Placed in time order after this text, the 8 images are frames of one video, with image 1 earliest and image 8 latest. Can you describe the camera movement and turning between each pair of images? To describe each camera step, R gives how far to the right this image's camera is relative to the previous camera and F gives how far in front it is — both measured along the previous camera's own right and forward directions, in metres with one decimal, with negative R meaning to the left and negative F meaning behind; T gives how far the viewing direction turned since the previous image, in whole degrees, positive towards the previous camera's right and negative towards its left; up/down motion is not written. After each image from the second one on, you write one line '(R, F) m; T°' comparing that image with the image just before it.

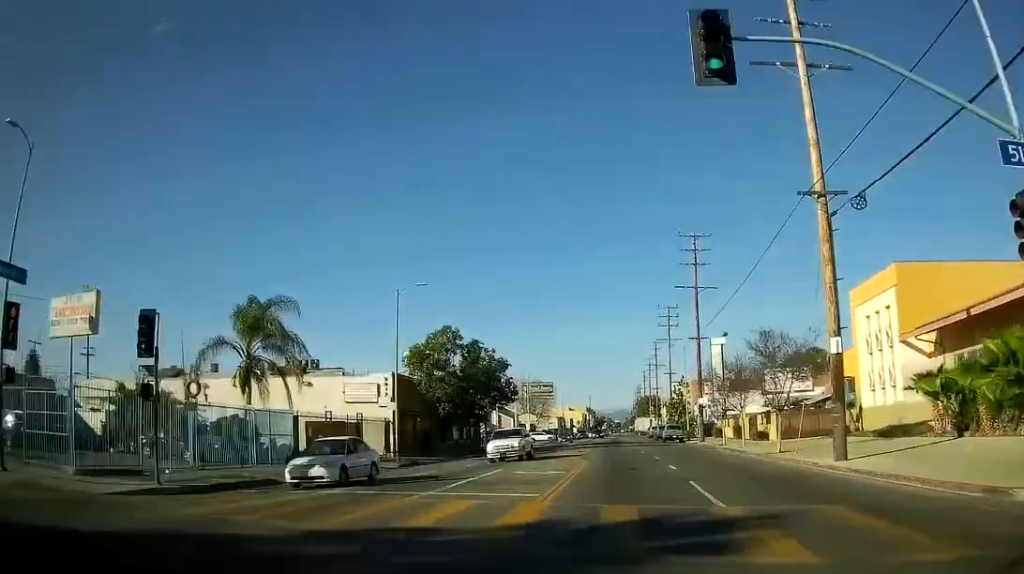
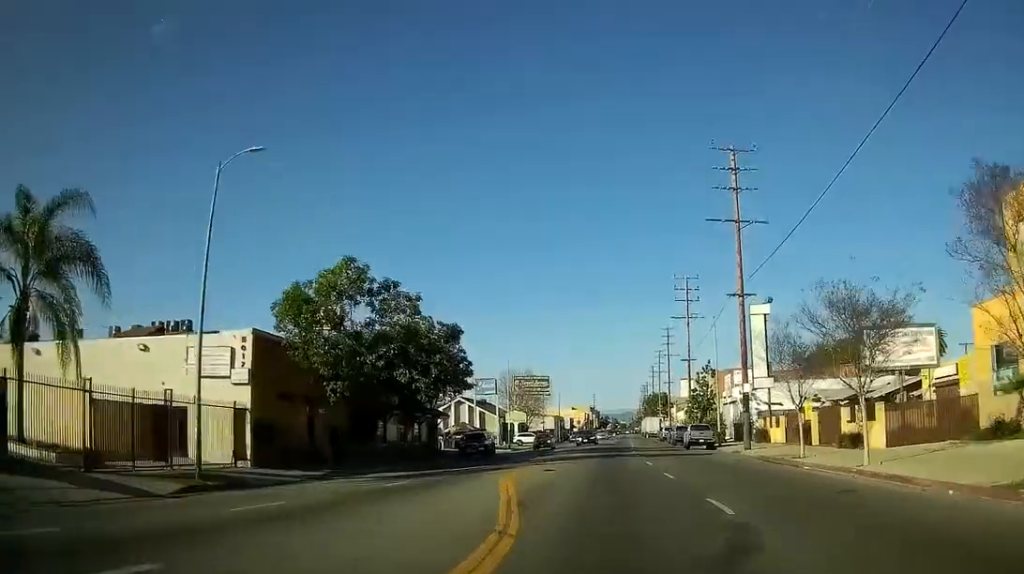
(0.0, +20.8) m; 0°
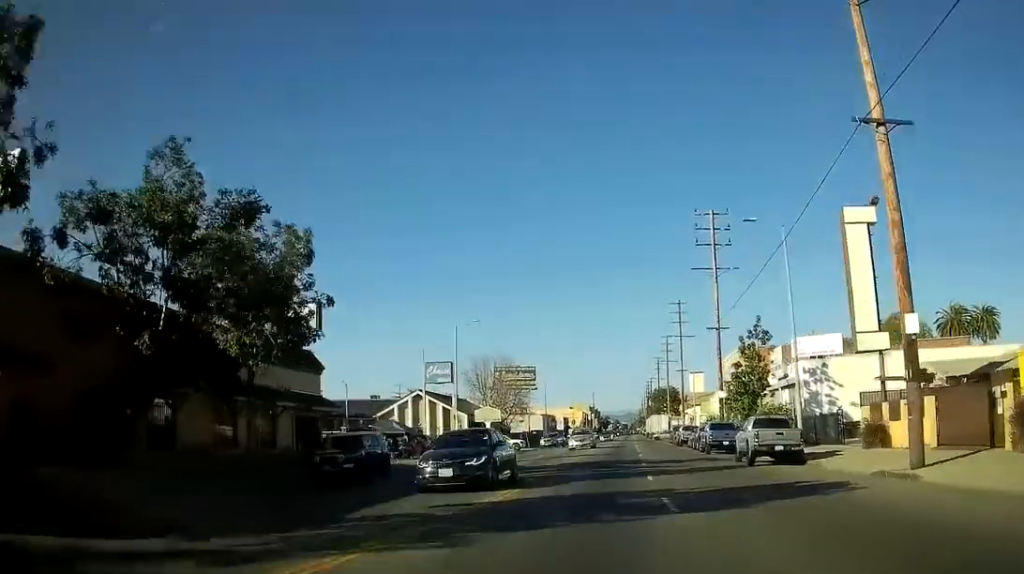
(0.0, +24.9) m; 0°
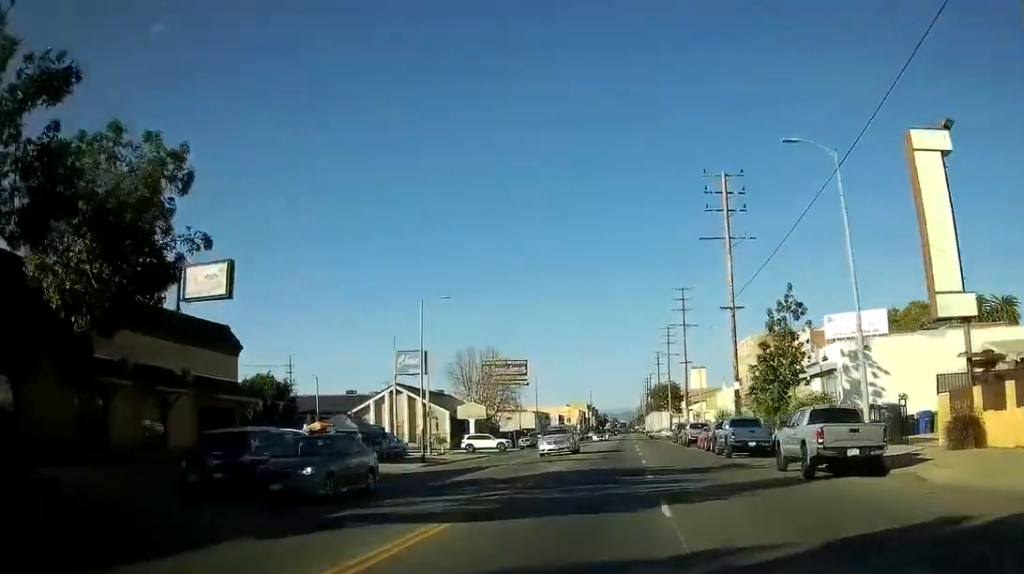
(0.0, +8.9) m; 0°
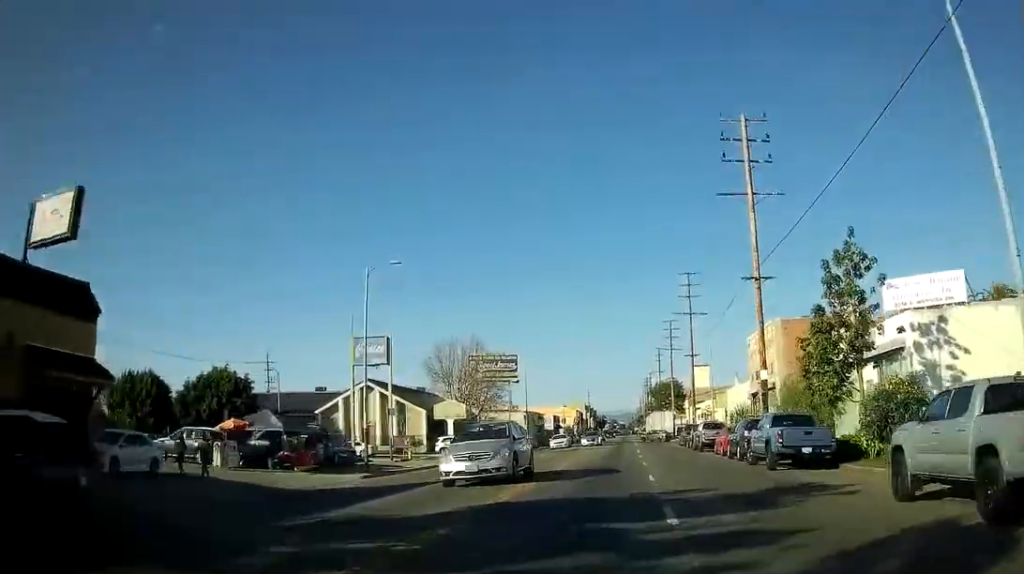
(0.0, +9.3) m; 0°
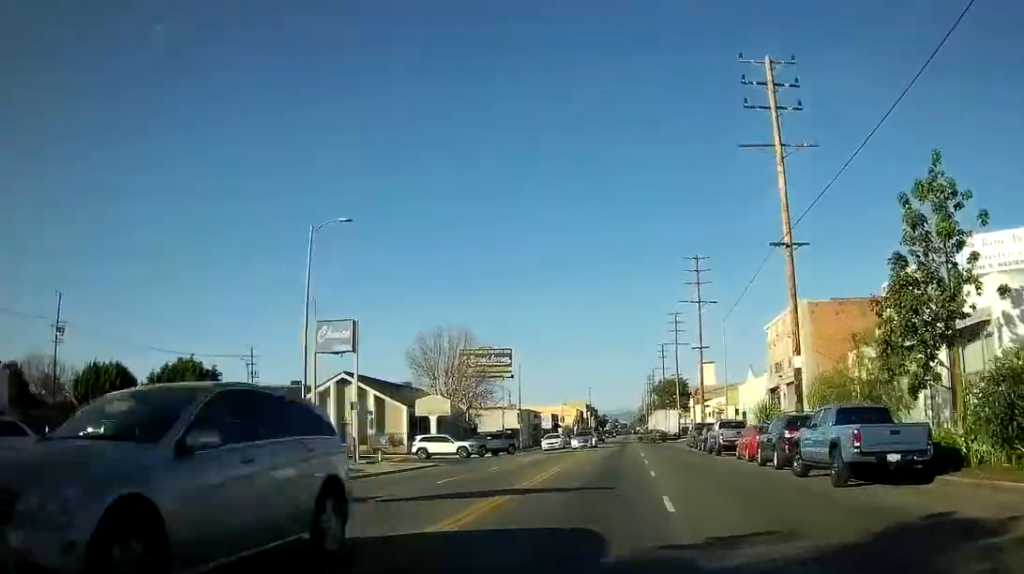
(0.0, +7.3) m; 0°
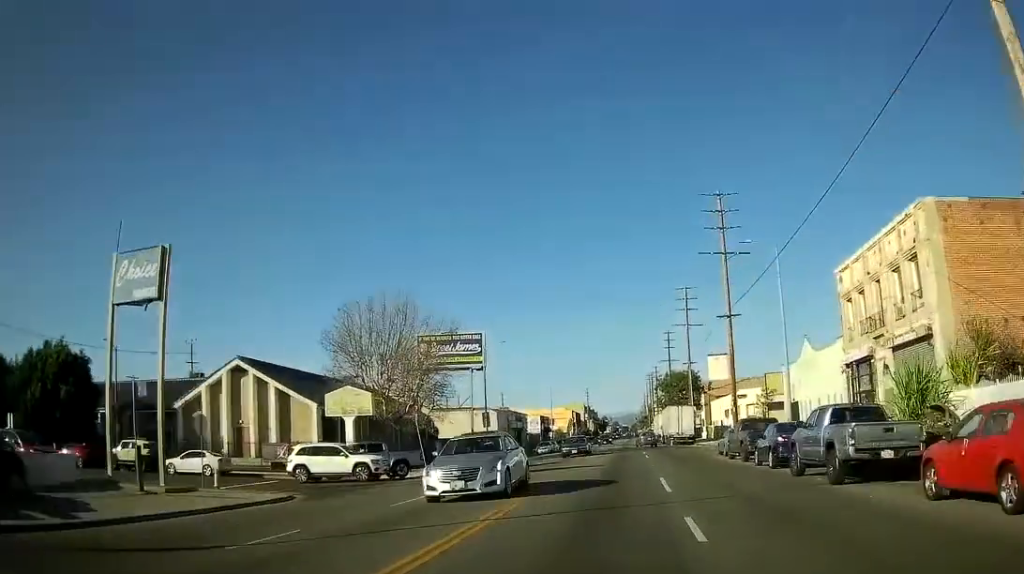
(0.0, +20.1) m; -3°
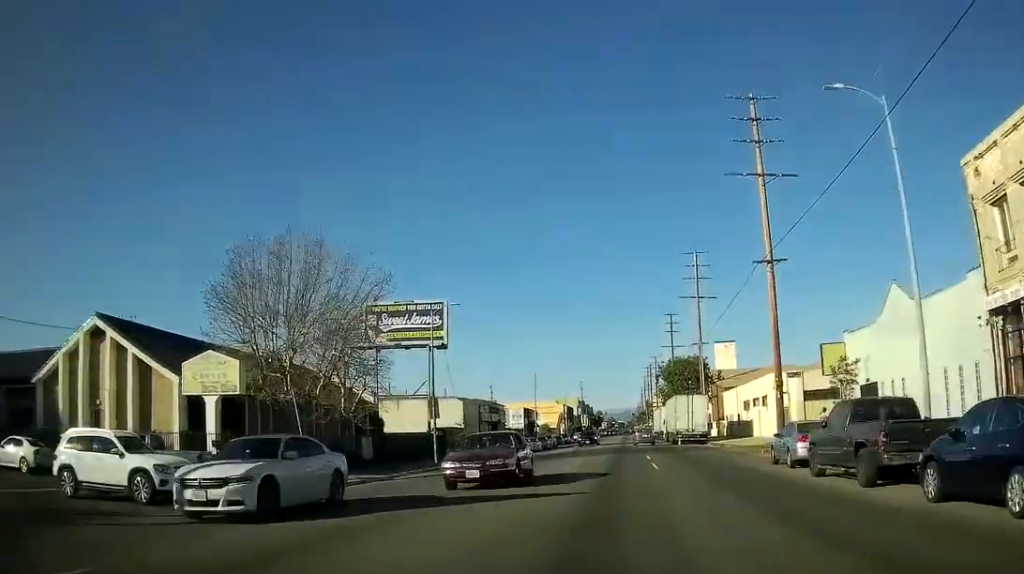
(-0.8, +15.6) m; 0°
